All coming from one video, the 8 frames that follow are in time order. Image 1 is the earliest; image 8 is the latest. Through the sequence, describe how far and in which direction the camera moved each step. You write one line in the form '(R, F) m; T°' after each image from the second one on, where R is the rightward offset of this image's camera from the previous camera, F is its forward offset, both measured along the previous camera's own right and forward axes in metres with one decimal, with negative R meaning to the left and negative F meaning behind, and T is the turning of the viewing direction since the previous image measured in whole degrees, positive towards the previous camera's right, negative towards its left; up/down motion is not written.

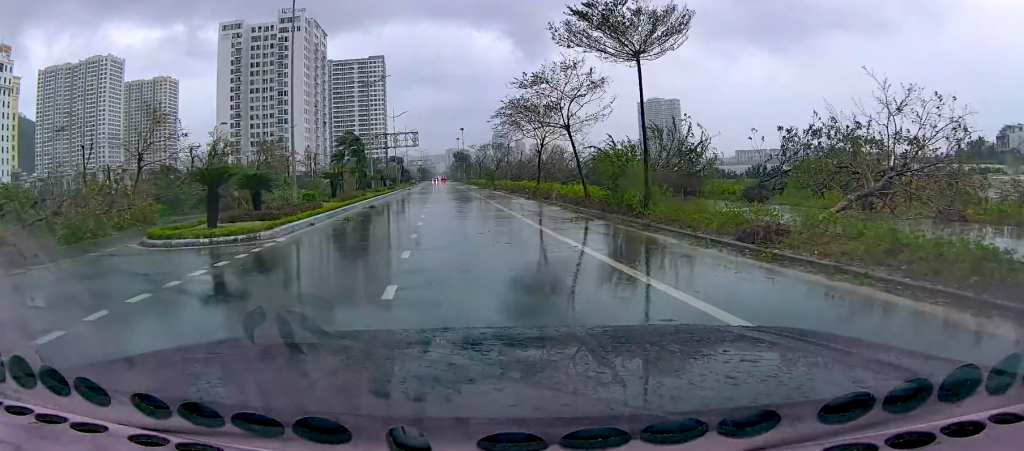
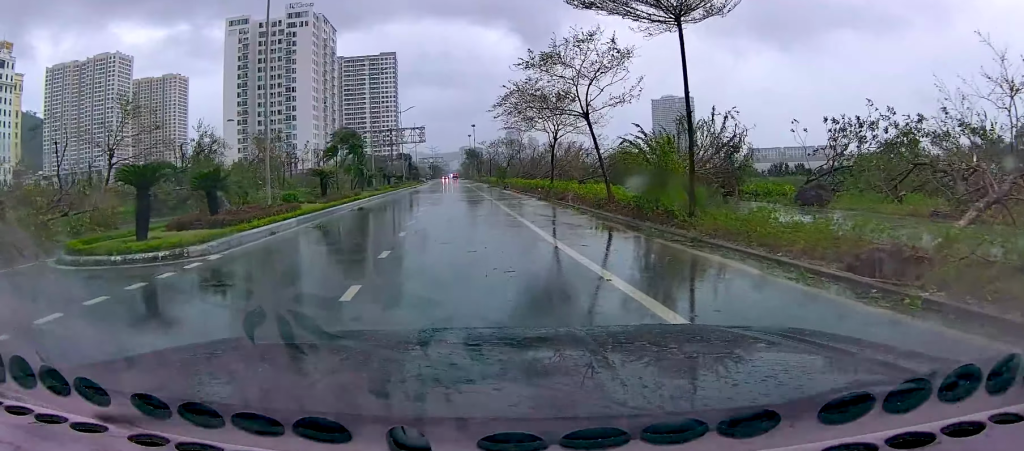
(-0.1, +4.6) m; -1°
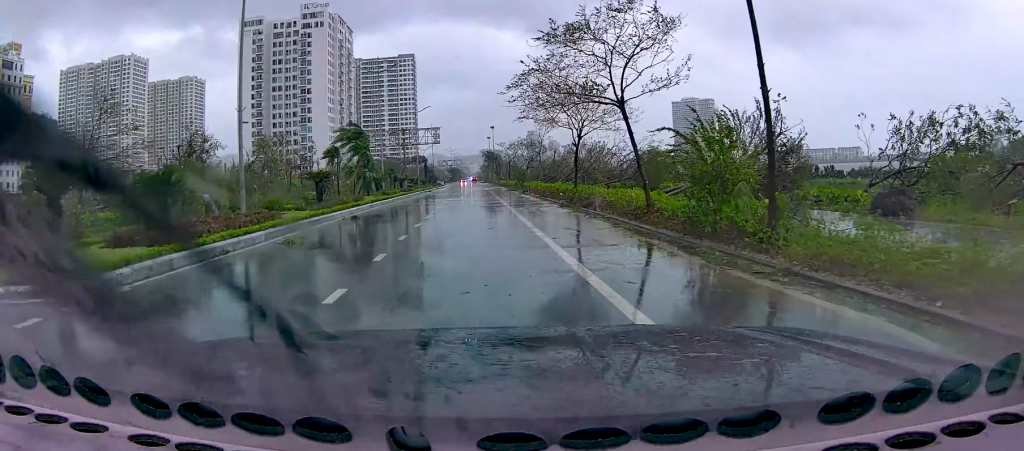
(+0.1, +4.2) m; -2°
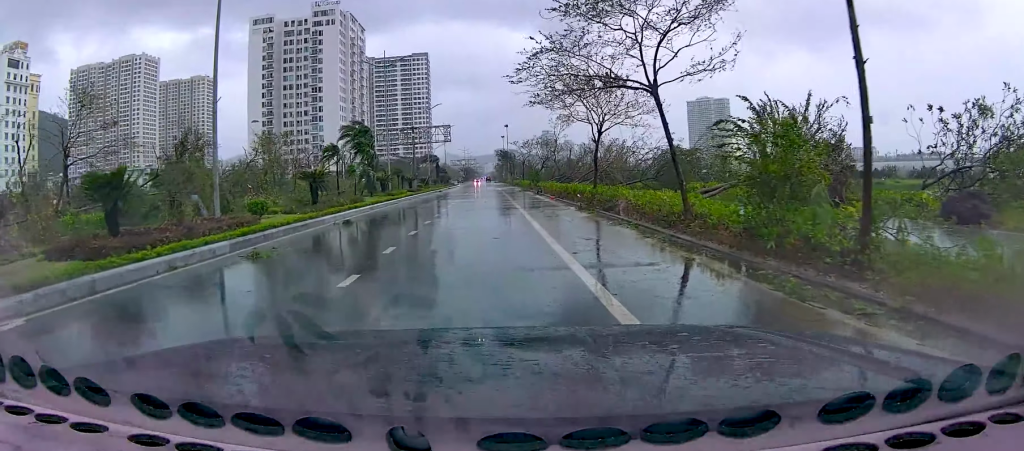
(-0.1, +2.9) m; -1°
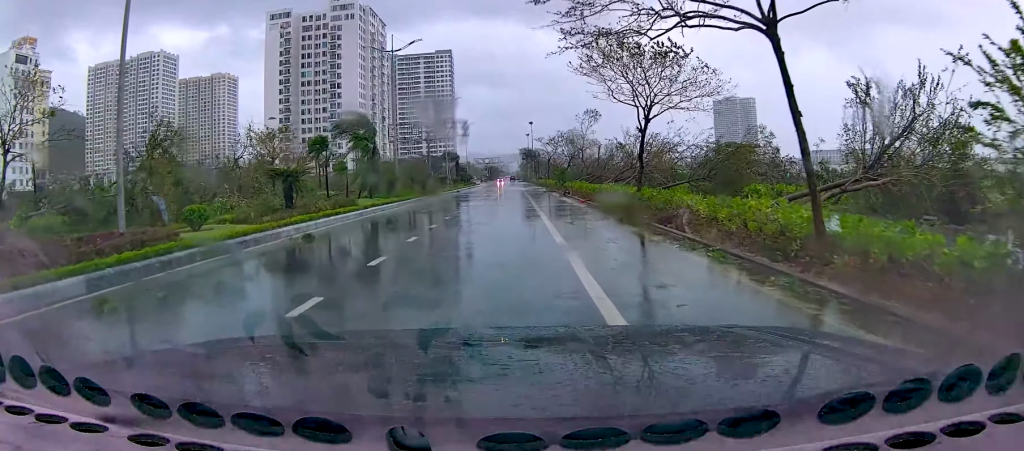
(-0.2, +6.0) m; -2°
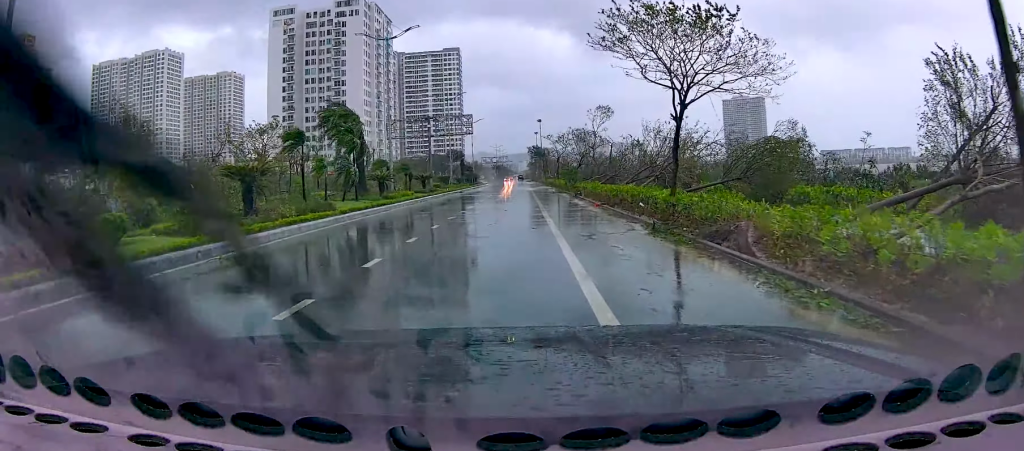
(0.0, +4.3) m; +1°
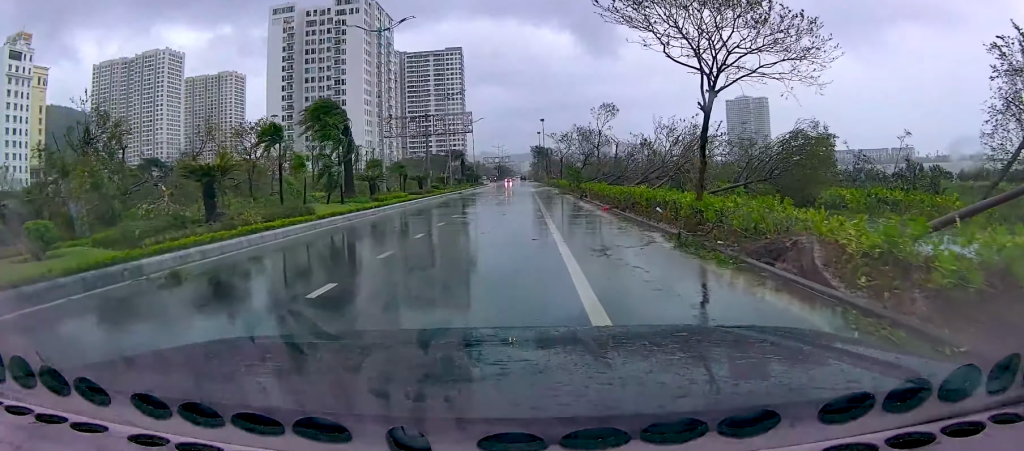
(+0.1, +2.7) m; 0°
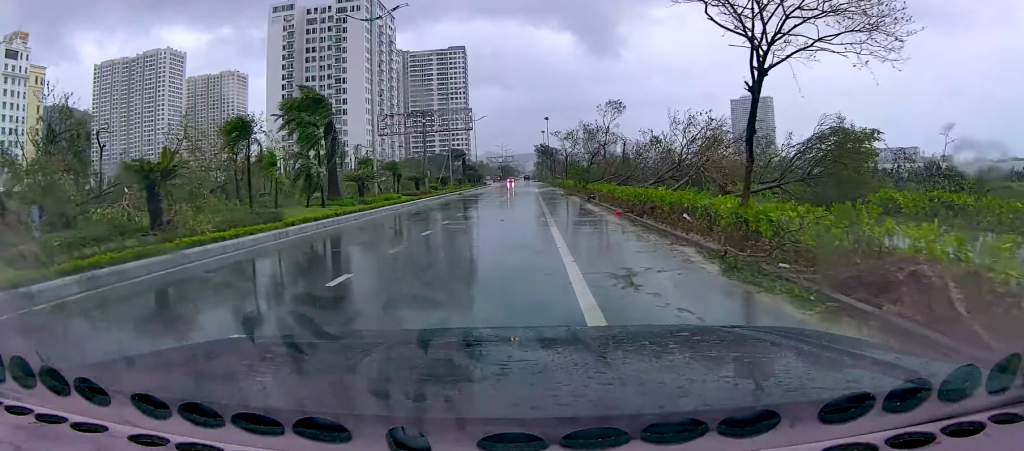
(+0.1, +3.1) m; 0°
